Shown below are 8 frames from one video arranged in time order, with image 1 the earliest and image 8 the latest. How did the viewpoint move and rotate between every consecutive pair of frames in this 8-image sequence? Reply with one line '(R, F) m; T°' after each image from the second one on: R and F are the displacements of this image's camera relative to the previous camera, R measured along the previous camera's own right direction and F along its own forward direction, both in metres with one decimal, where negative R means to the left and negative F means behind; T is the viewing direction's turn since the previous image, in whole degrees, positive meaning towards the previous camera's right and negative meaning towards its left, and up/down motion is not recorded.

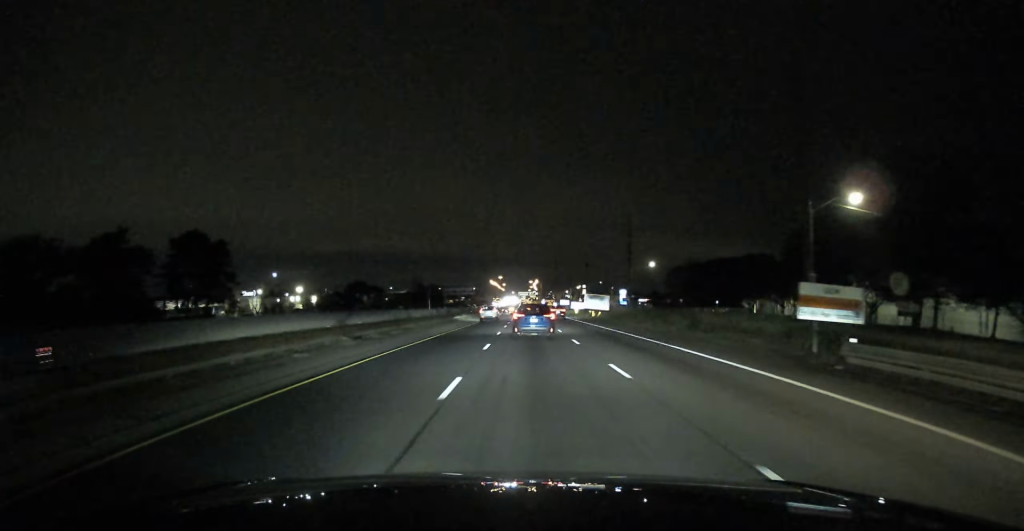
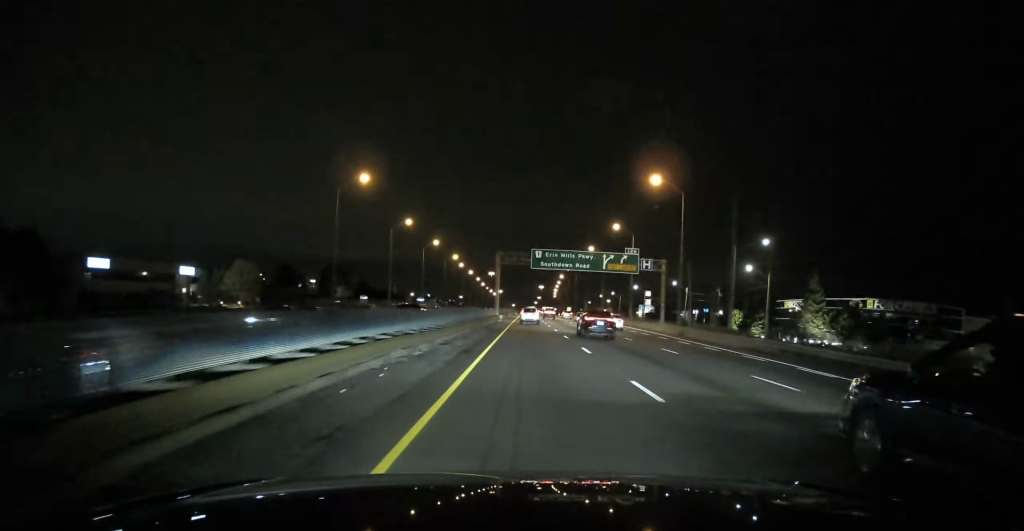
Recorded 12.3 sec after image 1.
(+0.6, +335.6) m; +1°
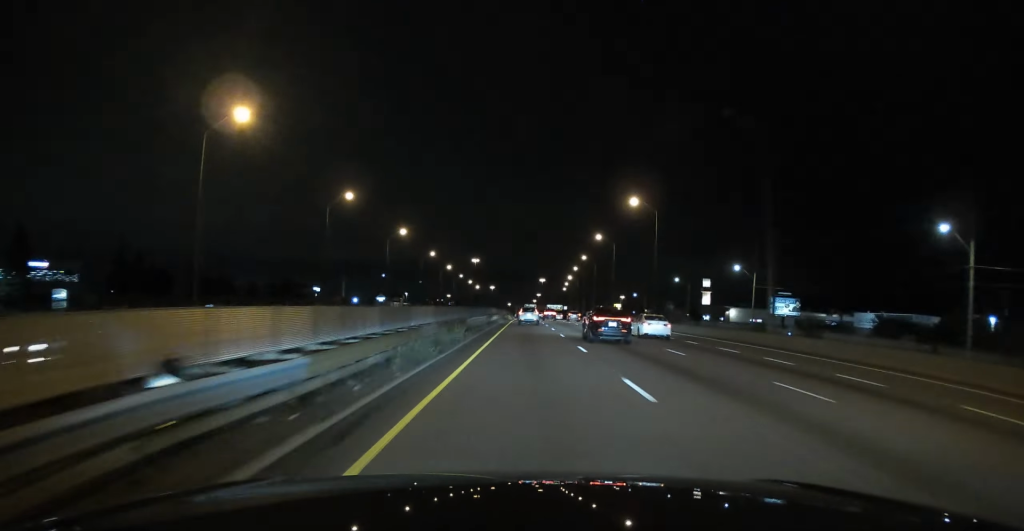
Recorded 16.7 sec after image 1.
(+0.2, +121.3) m; 0°
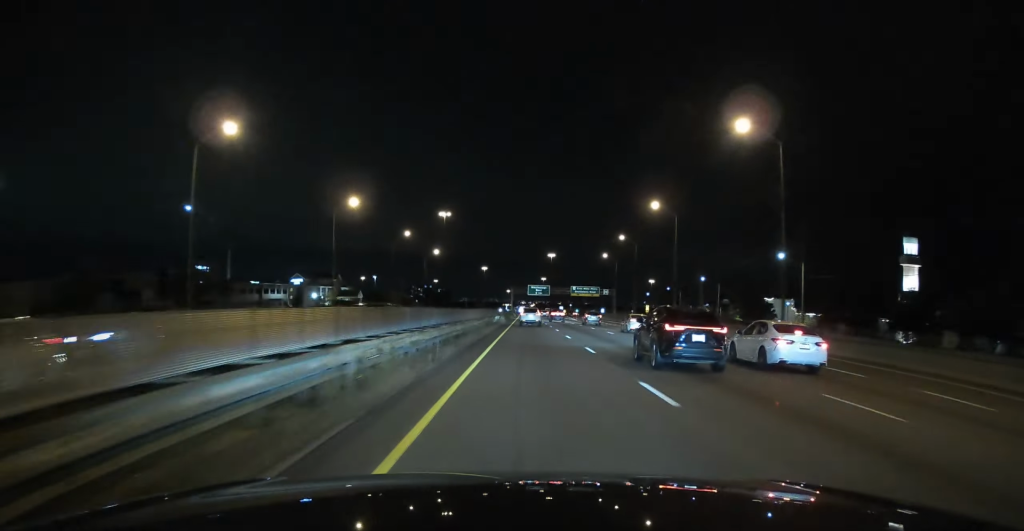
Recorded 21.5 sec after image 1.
(-0.4, +140.7) m; 0°
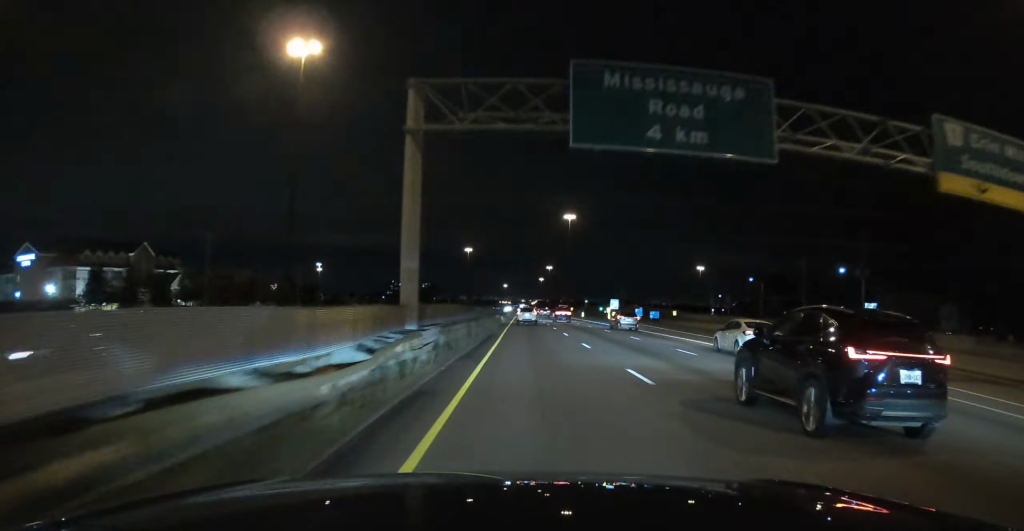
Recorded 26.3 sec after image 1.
(0.0, +145.9) m; 0°
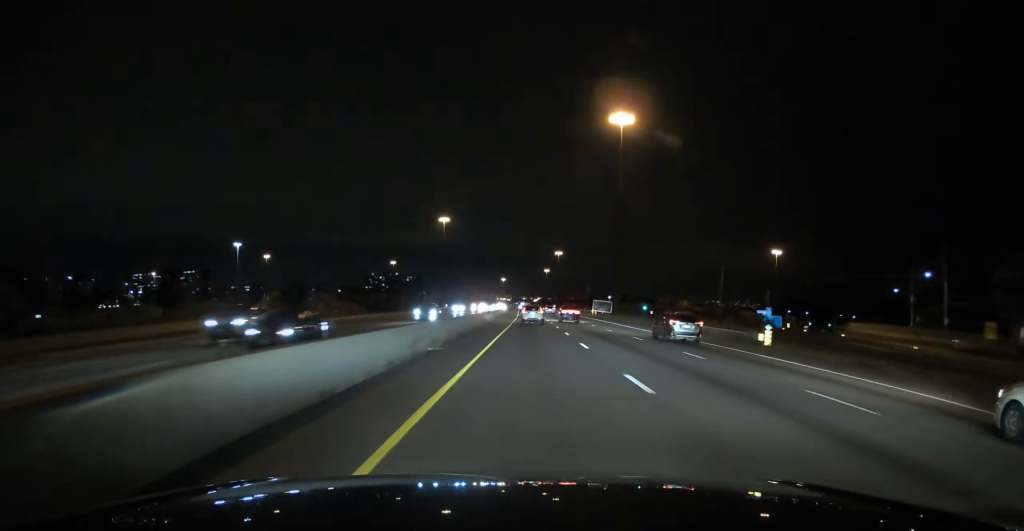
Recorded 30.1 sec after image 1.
(+0.1, +115.6) m; 0°
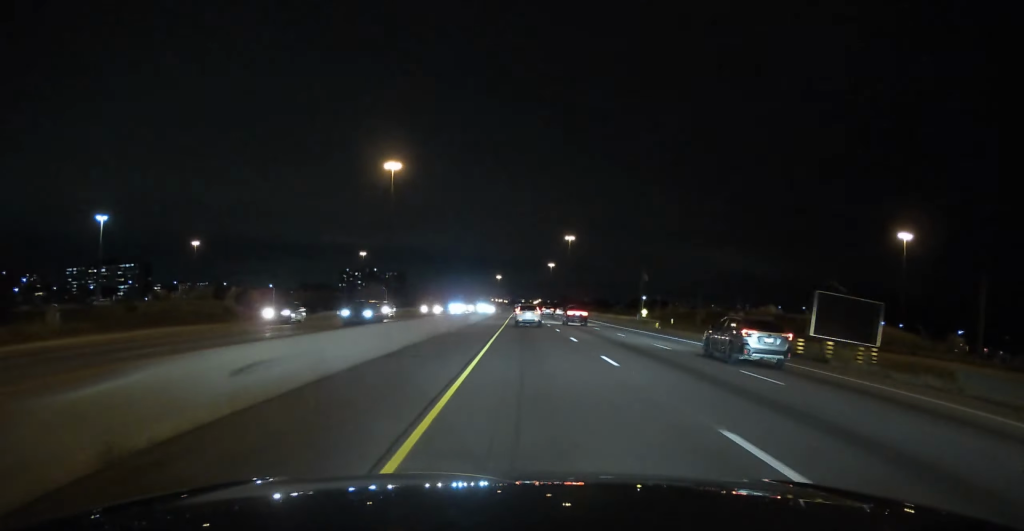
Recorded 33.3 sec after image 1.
(-0.1, +98.4) m; 0°
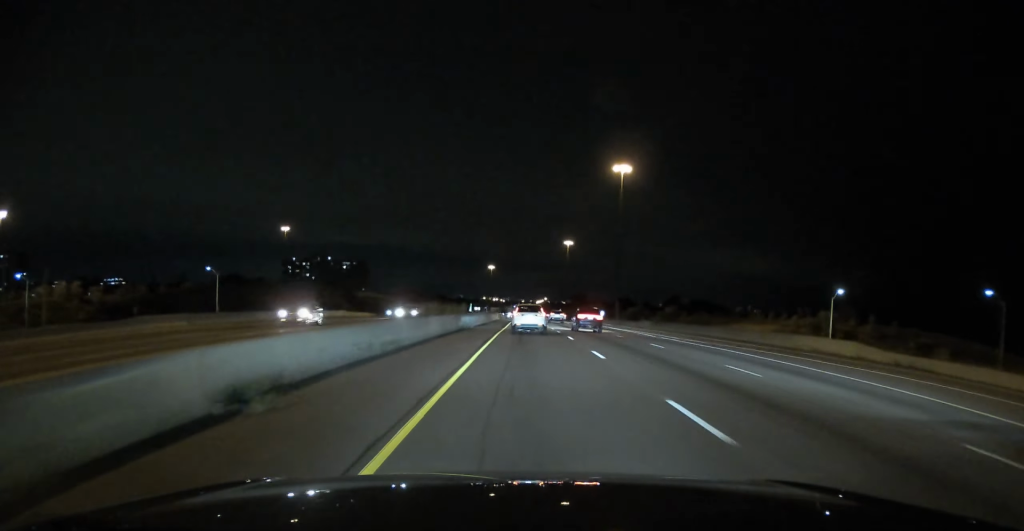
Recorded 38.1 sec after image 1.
(-0.2, +149.9) m; 0°
